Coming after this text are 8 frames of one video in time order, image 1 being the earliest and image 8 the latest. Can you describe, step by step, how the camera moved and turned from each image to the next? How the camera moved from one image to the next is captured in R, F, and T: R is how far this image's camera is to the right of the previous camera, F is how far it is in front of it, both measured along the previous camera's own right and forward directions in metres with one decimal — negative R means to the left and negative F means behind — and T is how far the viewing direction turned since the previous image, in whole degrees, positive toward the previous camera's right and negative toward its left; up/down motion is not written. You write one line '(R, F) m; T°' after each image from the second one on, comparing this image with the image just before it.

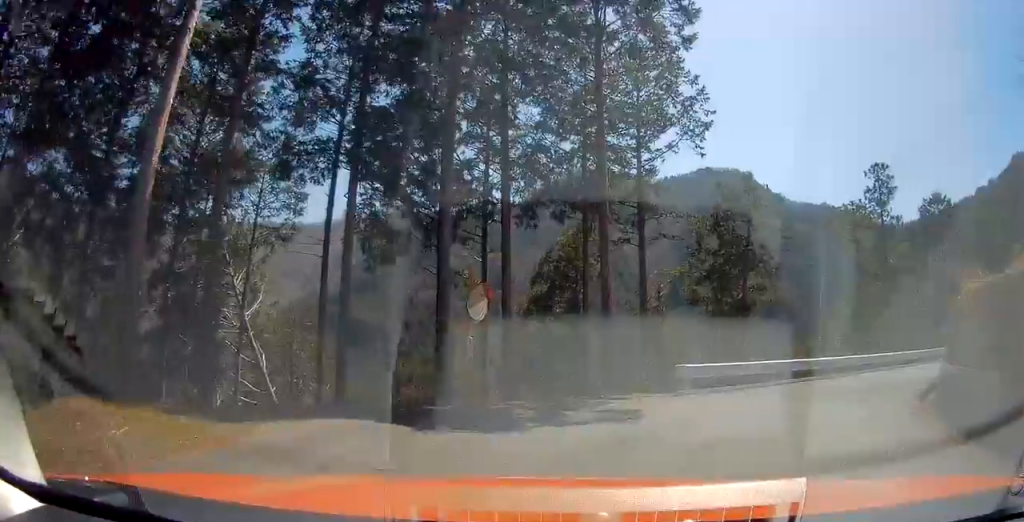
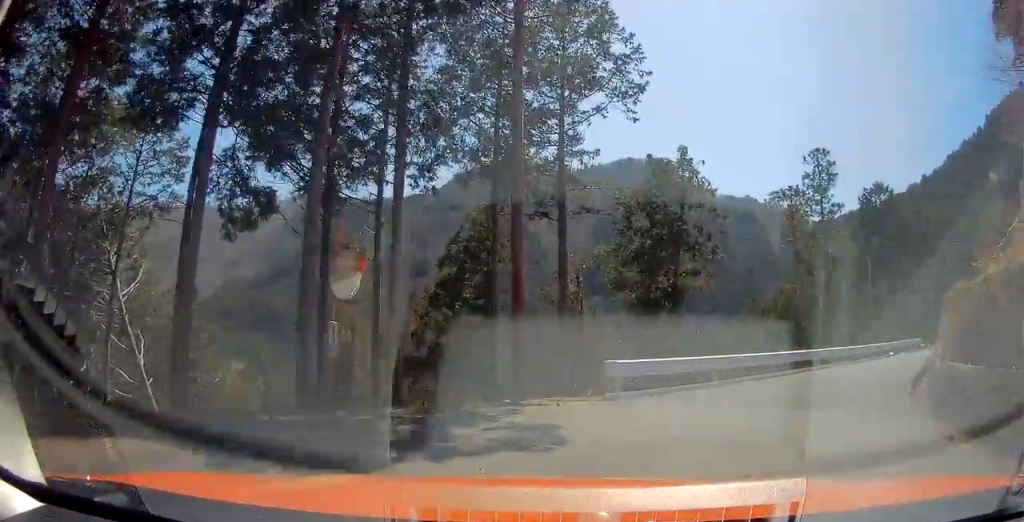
(-0.6, +2.0) m; +5°
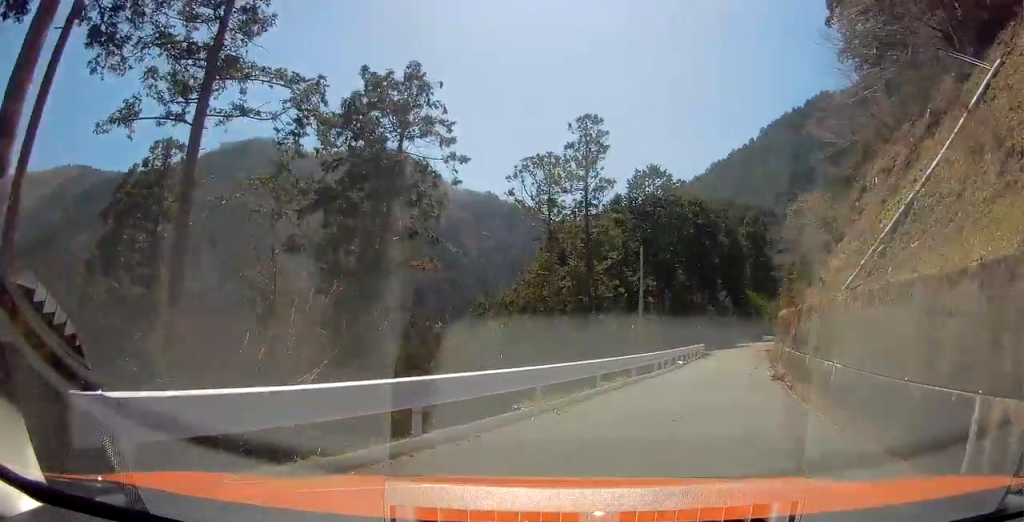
(+3.0, +6.0) m; +36°
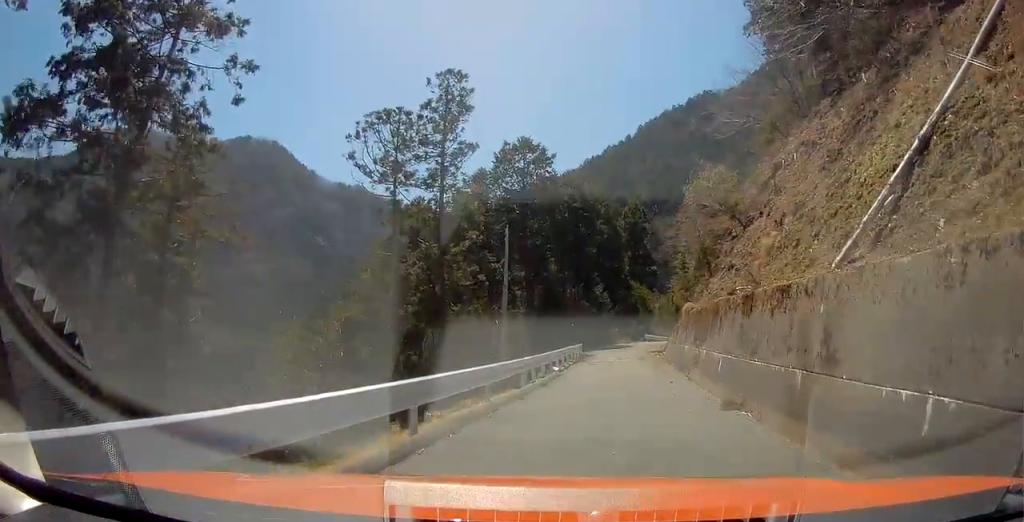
(+0.7, +5.7) m; +11°
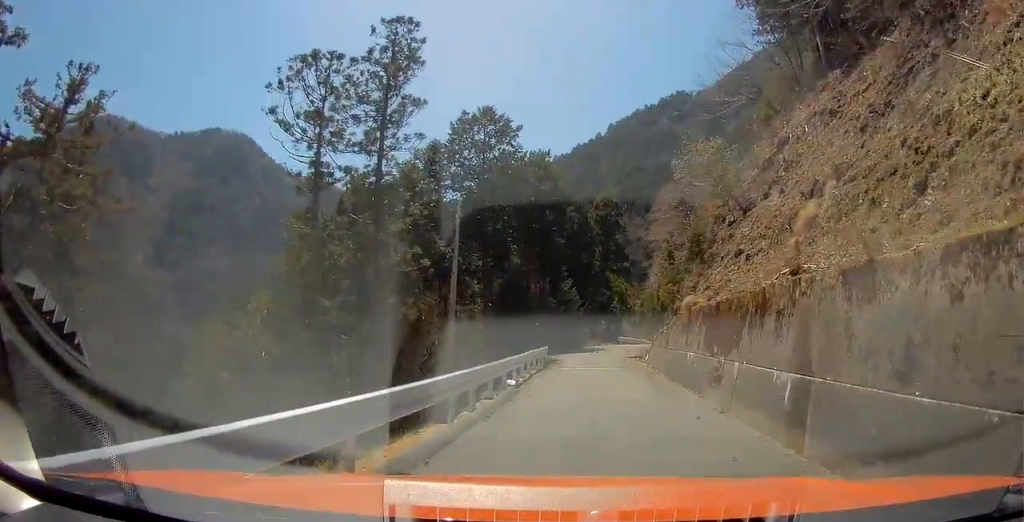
(+0.2, +5.3) m; +5°
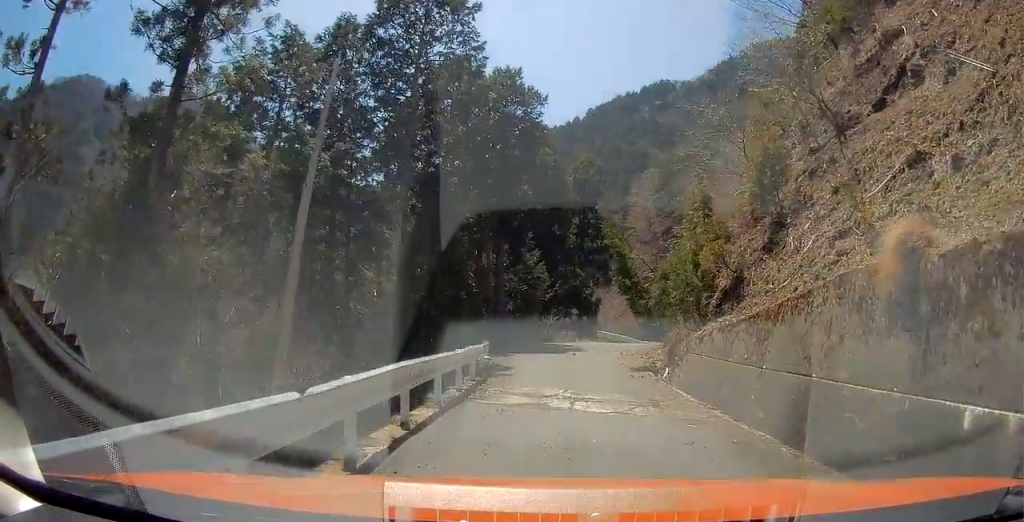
(+0.4, +13.5) m; +2°
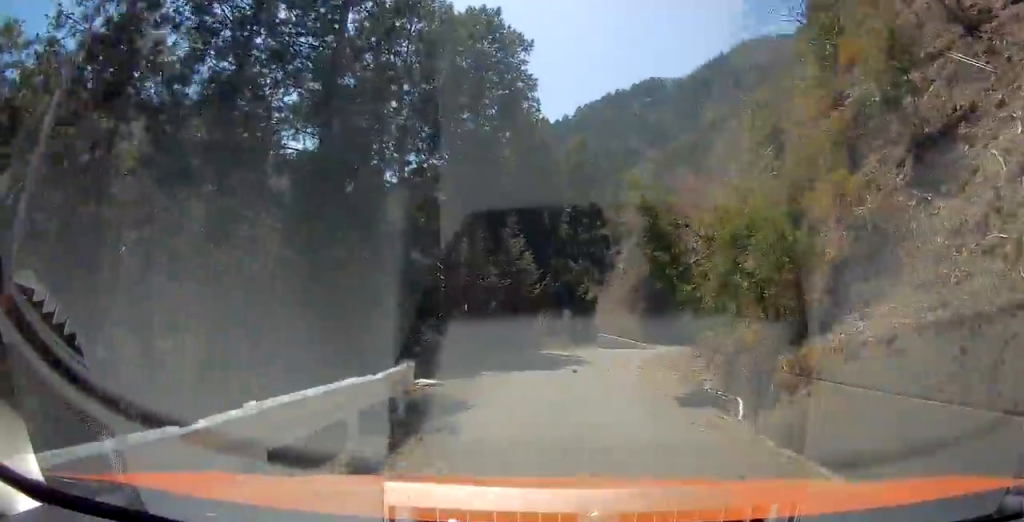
(0.0, +7.7) m; 0°
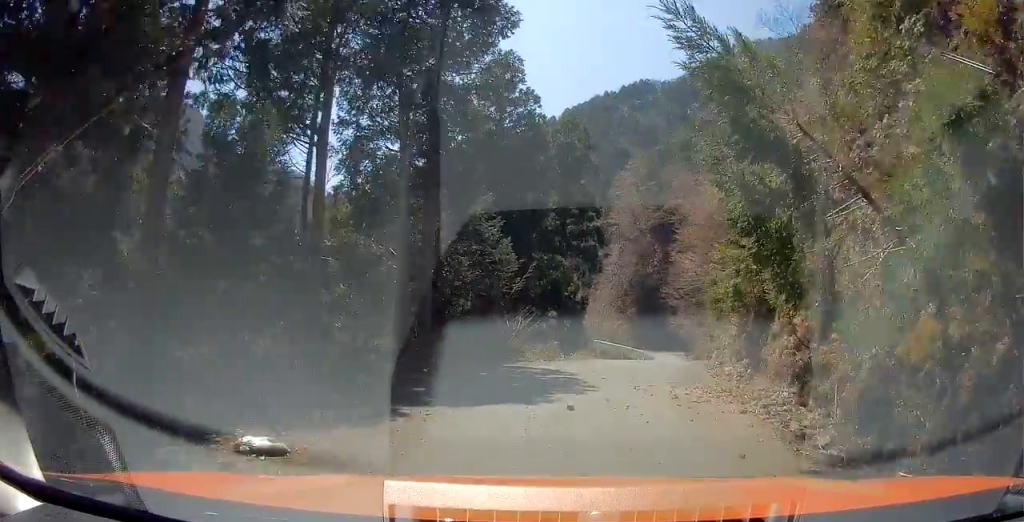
(0.0, +6.9) m; +2°
